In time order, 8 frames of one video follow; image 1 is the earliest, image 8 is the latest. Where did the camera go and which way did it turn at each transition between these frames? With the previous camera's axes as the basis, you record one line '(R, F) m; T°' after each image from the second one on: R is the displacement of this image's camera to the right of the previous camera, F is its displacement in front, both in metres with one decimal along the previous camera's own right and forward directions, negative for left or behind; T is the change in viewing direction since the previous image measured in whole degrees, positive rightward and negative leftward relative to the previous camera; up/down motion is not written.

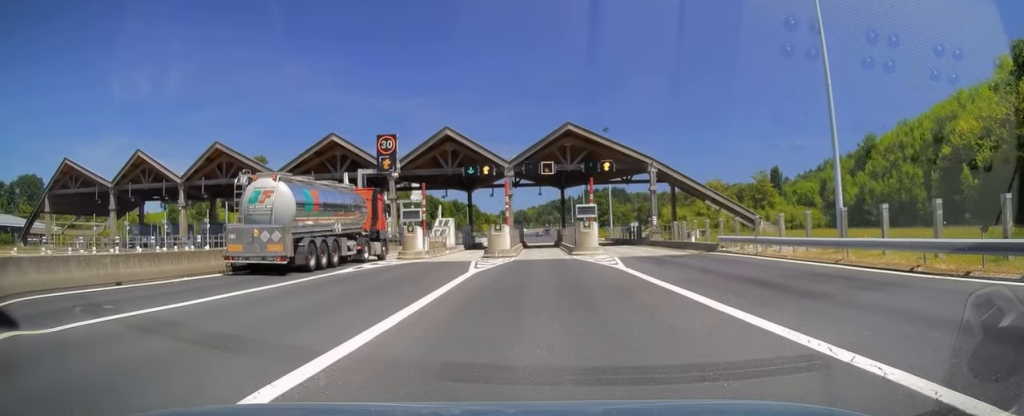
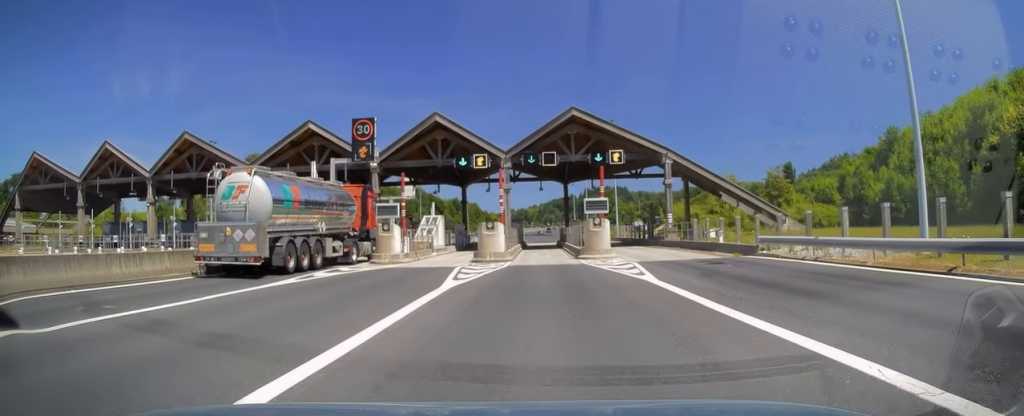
(+0.1, +5.9) m; 0°
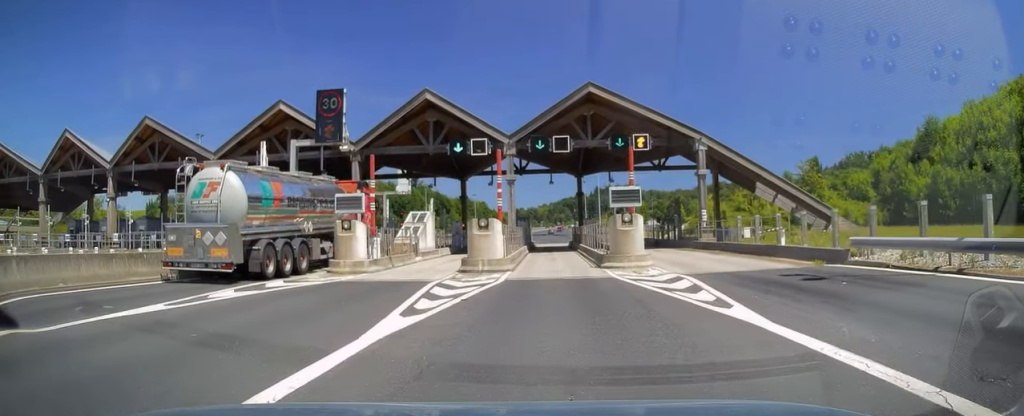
(-0.1, +7.6) m; -1°
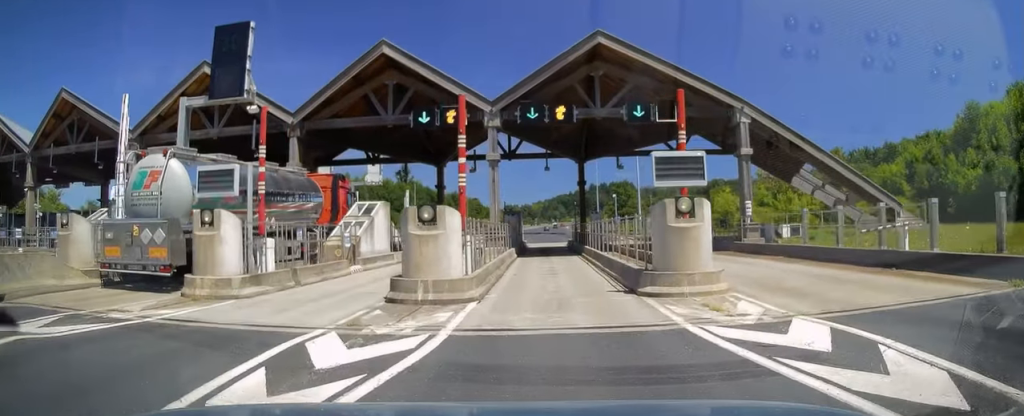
(0.0, +10.3) m; -1°
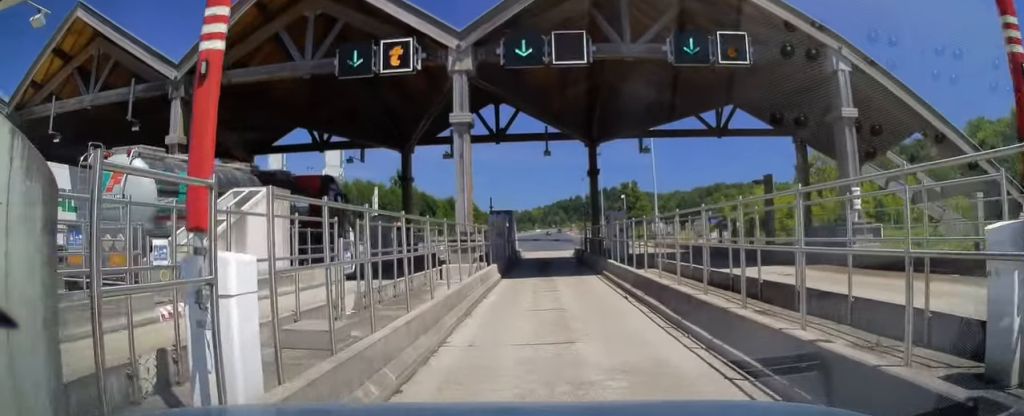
(-0.1, +12.1) m; 0°
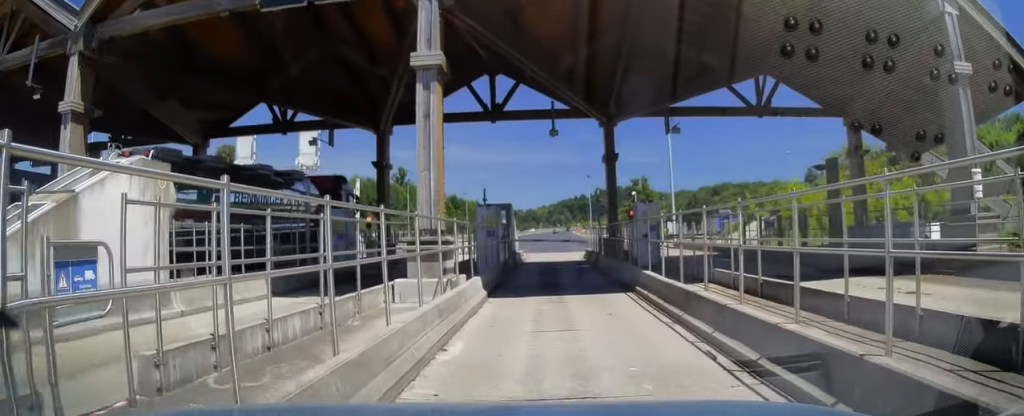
(+0.2, +6.5) m; -1°
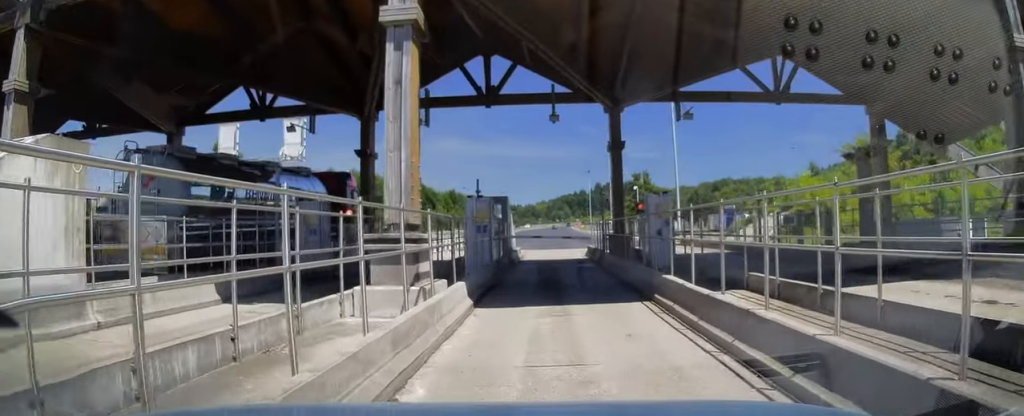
(-0.2, +2.6) m; 0°
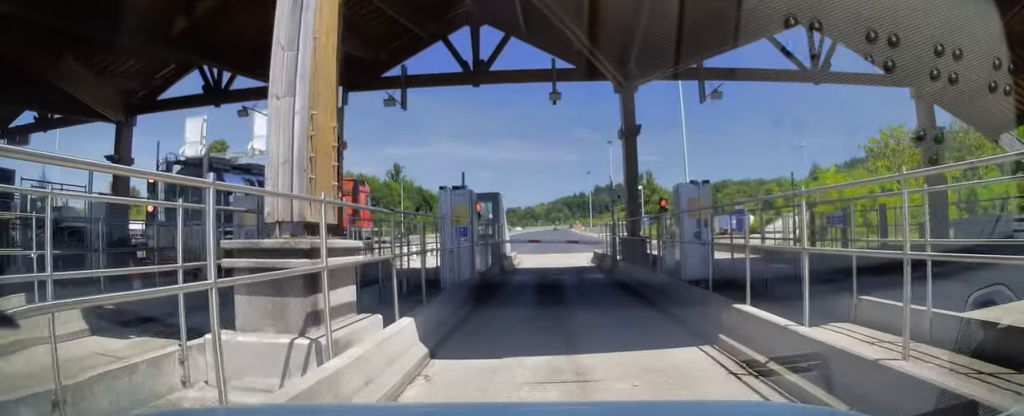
(-0.1, +4.5) m; +1°
